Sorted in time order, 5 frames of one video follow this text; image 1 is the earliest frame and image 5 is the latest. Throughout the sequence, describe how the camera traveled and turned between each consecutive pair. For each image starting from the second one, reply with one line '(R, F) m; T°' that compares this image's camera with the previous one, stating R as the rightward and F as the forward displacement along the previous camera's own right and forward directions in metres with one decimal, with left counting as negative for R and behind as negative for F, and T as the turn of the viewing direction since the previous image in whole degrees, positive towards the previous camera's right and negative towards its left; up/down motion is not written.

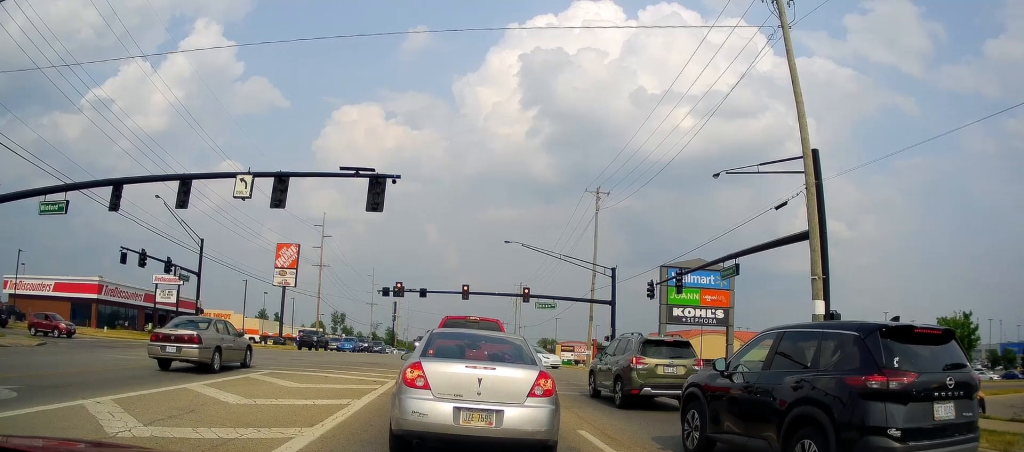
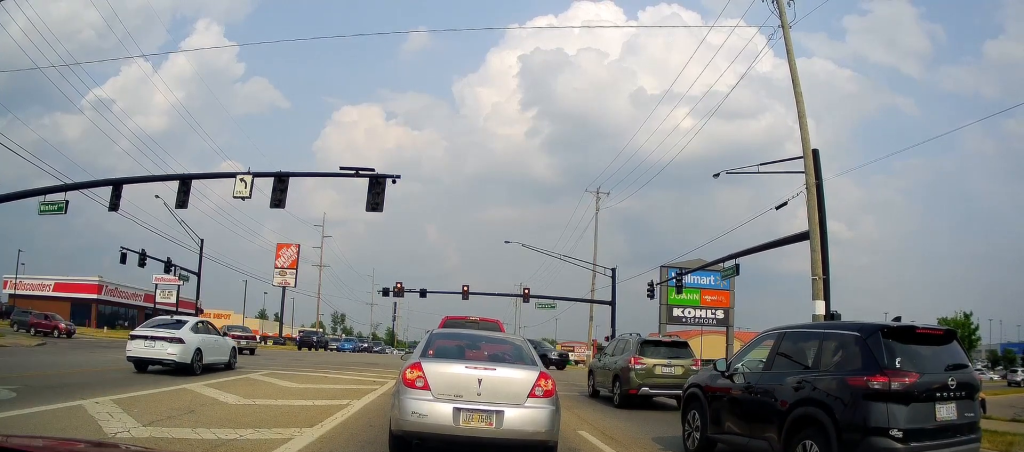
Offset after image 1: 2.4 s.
(0.0, 0.0) m; 0°
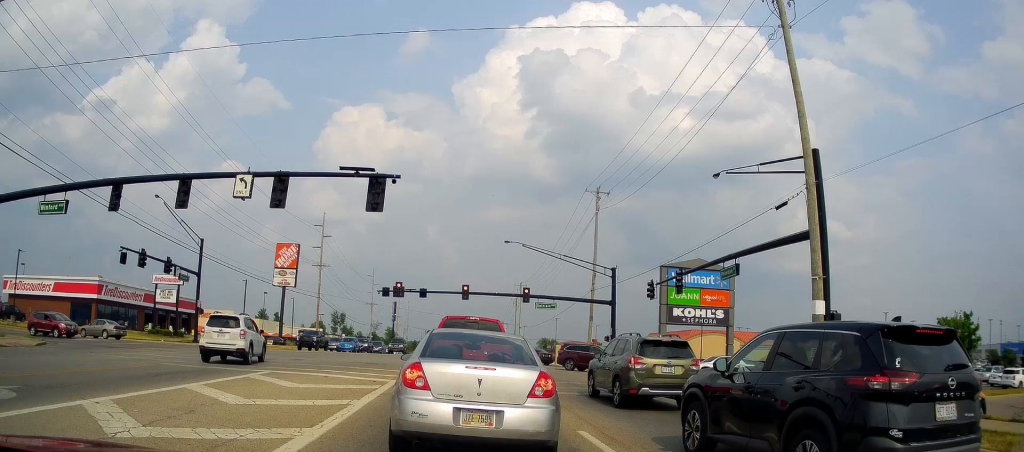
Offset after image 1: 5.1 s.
(0.0, 0.0) m; 0°
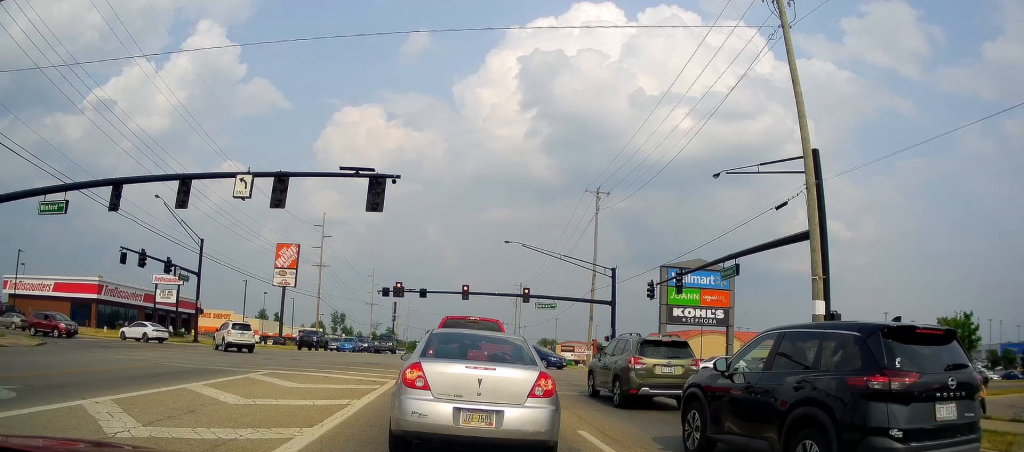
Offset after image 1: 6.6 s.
(0.0, 0.0) m; 0°
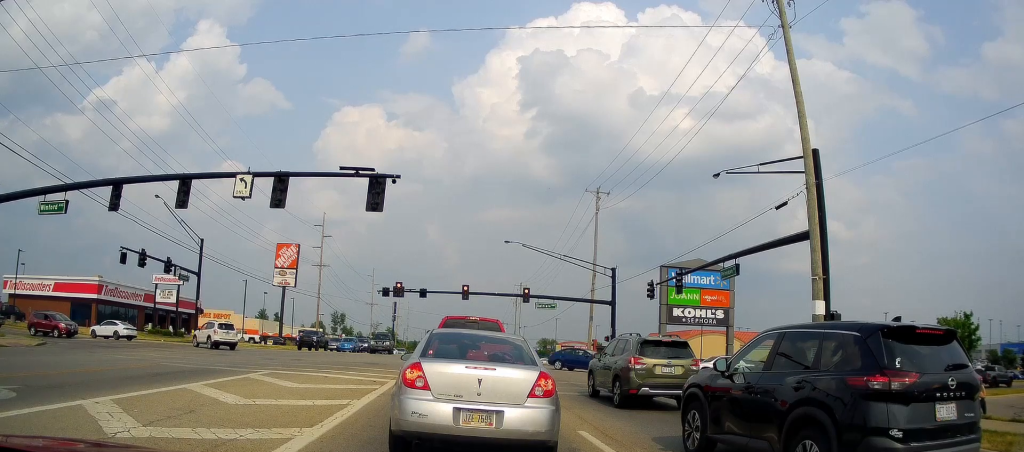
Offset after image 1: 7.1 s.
(0.0, 0.0) m; 0°
